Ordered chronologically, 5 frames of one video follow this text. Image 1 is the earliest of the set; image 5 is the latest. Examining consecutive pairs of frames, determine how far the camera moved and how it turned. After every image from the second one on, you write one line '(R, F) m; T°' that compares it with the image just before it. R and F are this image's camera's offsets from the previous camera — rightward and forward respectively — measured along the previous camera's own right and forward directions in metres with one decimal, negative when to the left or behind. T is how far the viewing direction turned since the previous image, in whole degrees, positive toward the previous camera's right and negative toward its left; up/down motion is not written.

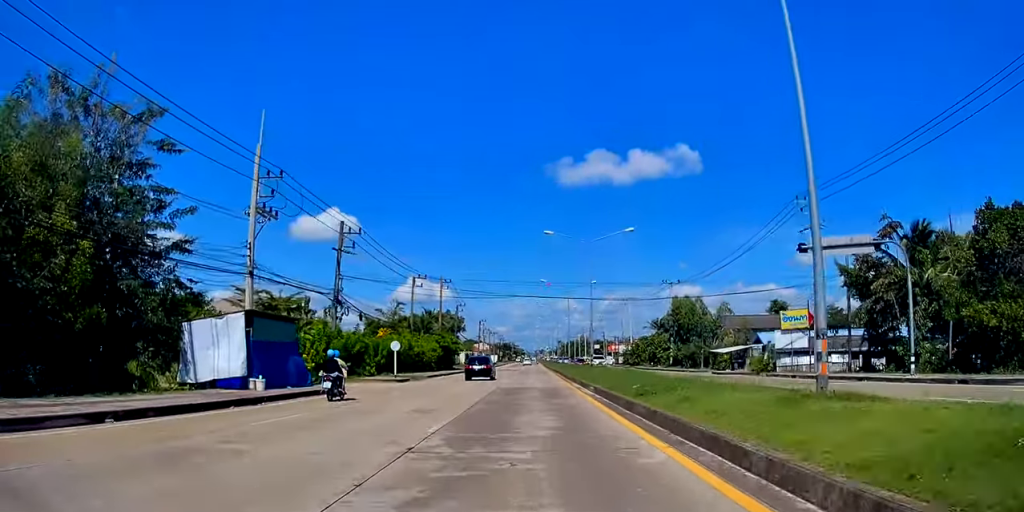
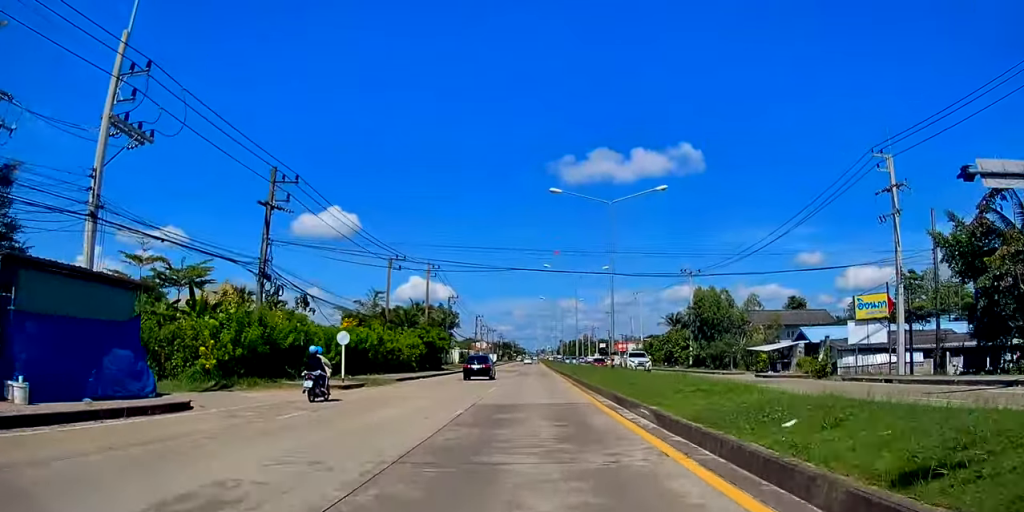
(+0.1, +11.0) m; 0°
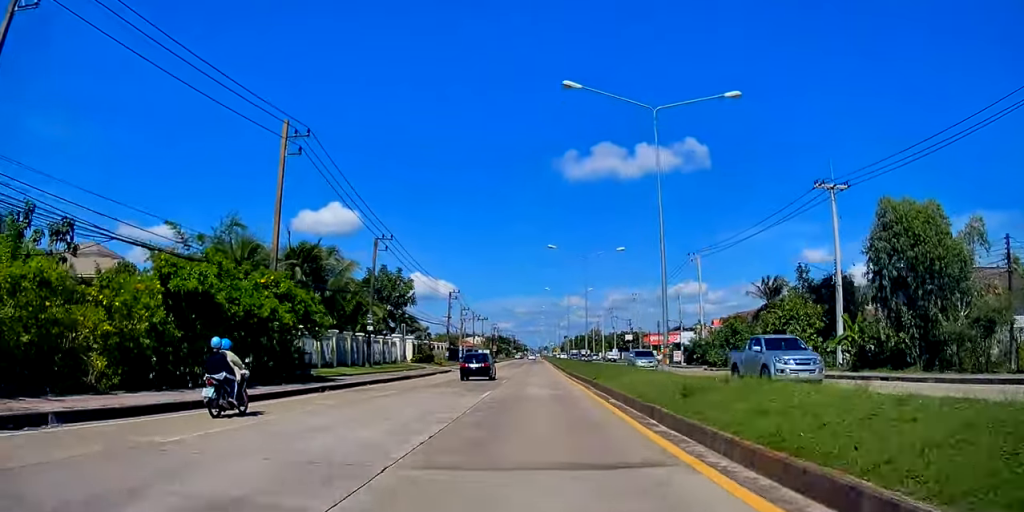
(+0.4, +41.1) m; 0°
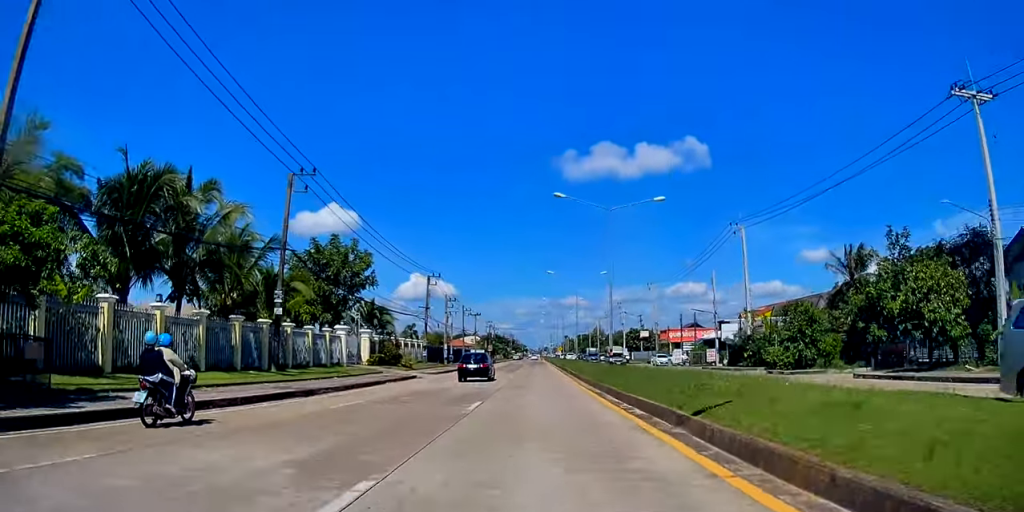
(-0.6, +17.3) m; 0°
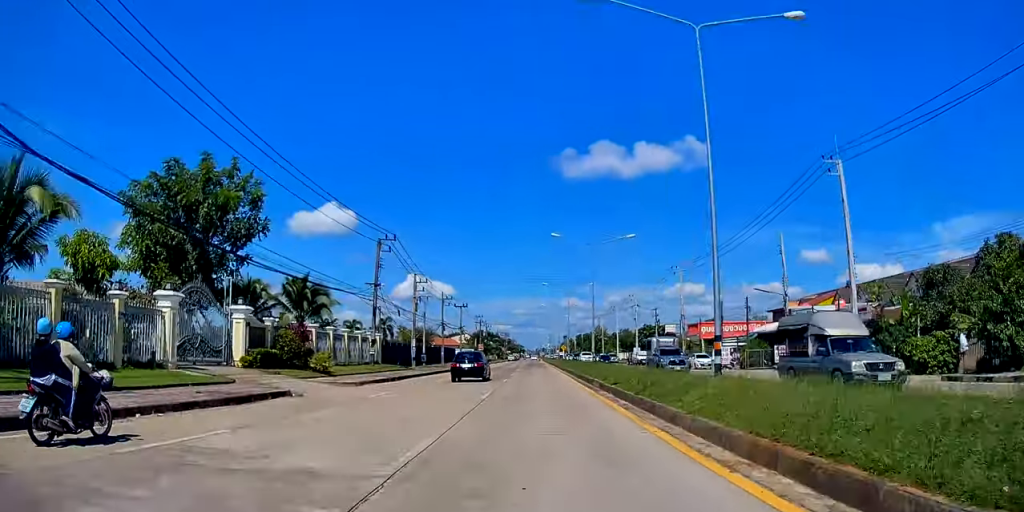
(+1.0, +21.1) m; 0°
